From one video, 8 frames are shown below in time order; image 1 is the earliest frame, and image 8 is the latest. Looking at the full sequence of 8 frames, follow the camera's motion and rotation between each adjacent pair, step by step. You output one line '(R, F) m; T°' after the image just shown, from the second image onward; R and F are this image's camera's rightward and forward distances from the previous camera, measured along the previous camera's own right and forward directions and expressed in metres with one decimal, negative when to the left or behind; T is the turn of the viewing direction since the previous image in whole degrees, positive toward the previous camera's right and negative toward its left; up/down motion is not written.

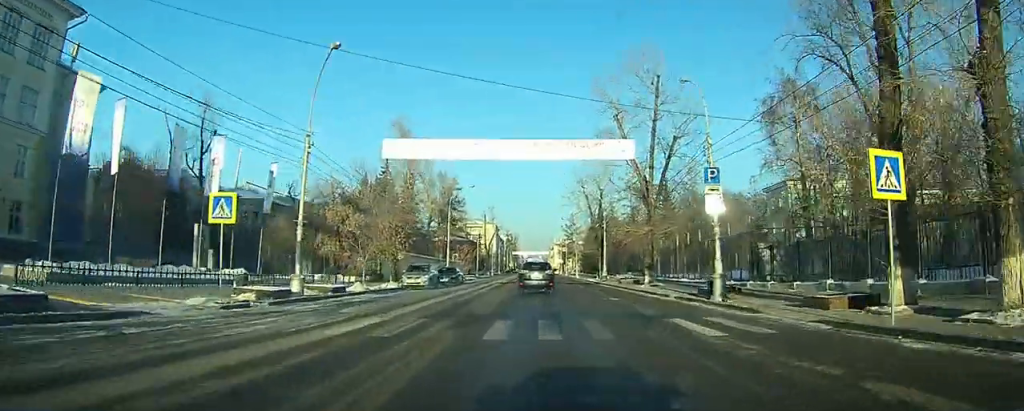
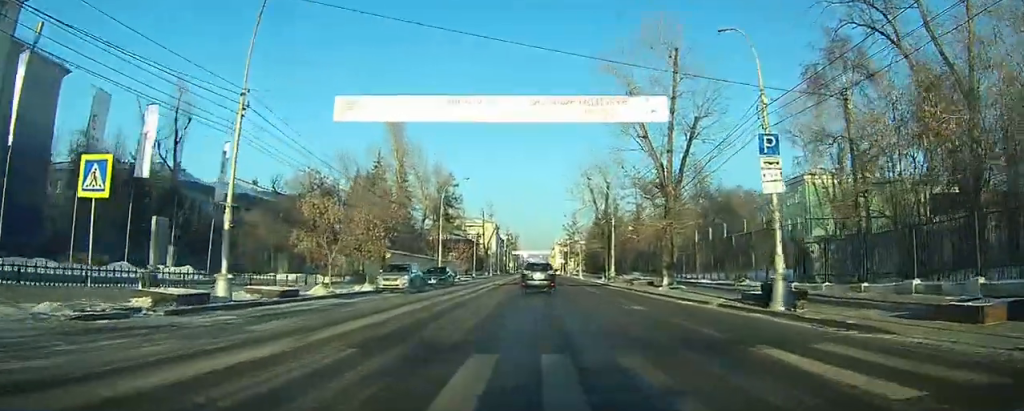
(0.0, +5.1) m; 0°
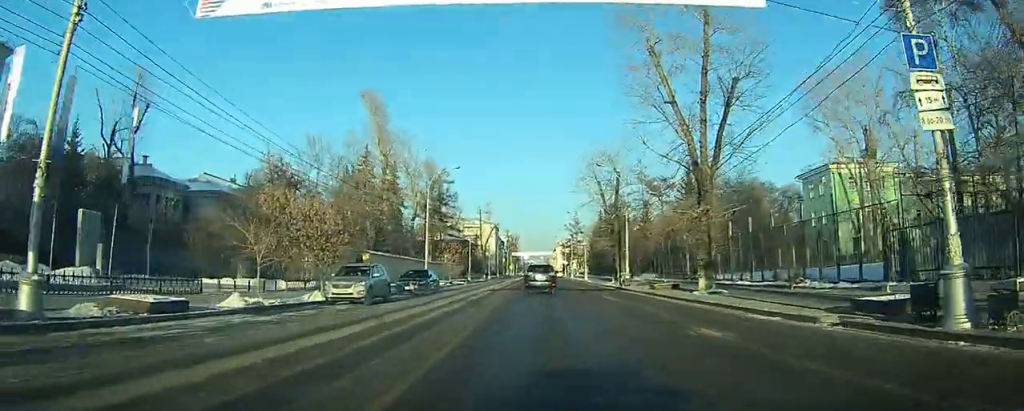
(0.0, +8.1) m; 0°
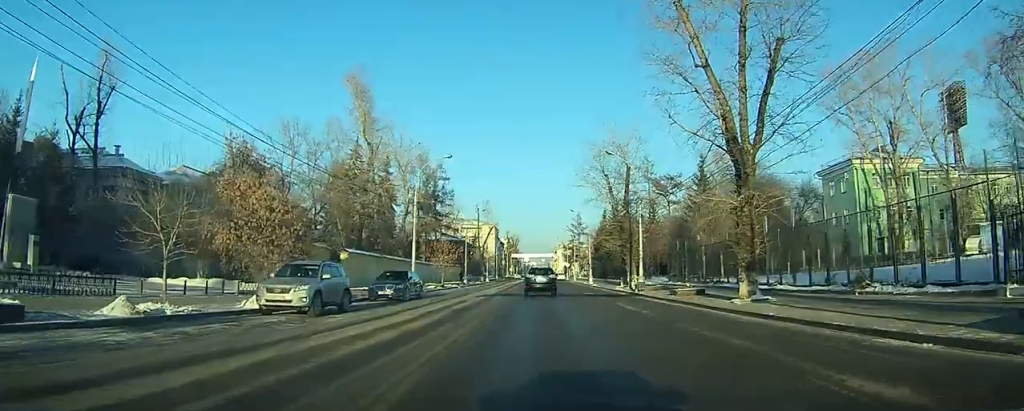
(0.0, +6.1) m; 0°
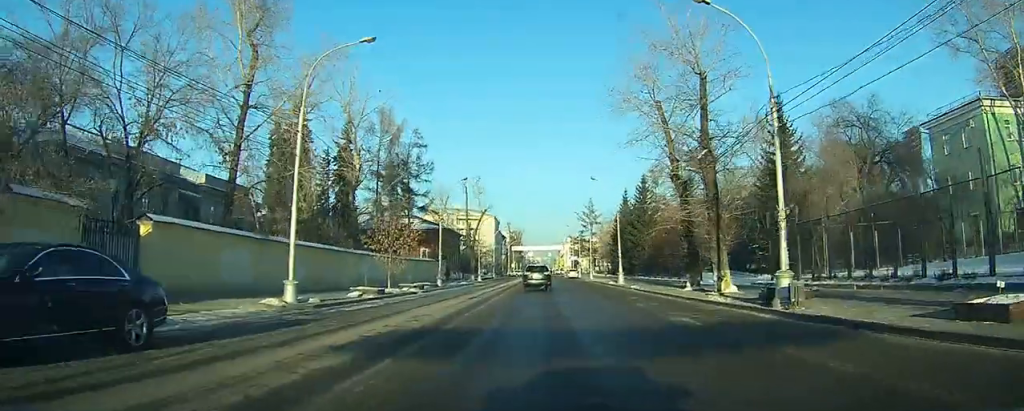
(0.0, +24.6) m; -1°
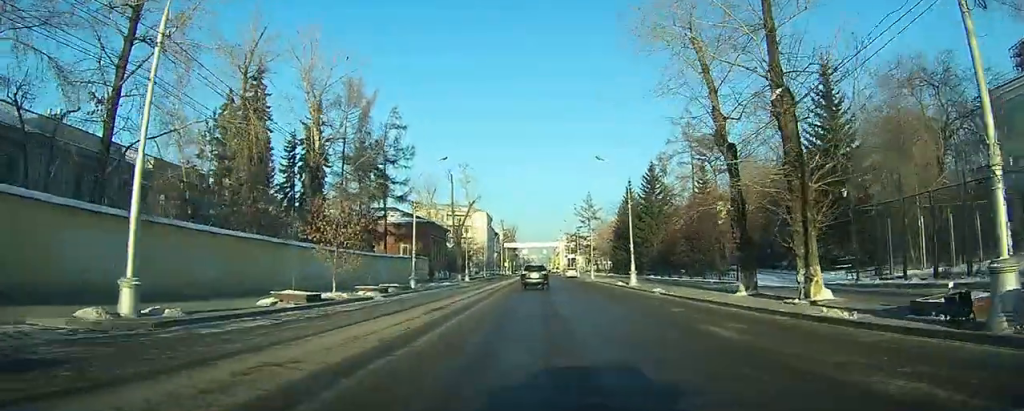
(0.0, +9.4) m; 0°
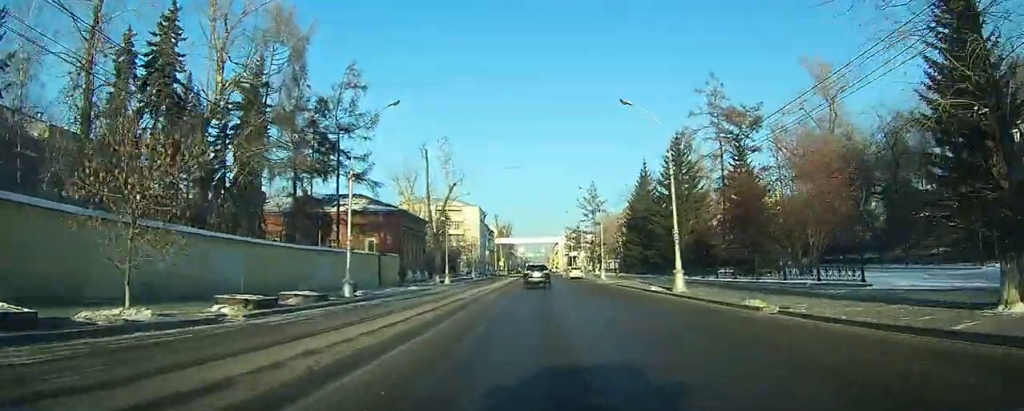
(-0.1, +14.0) m; 0°
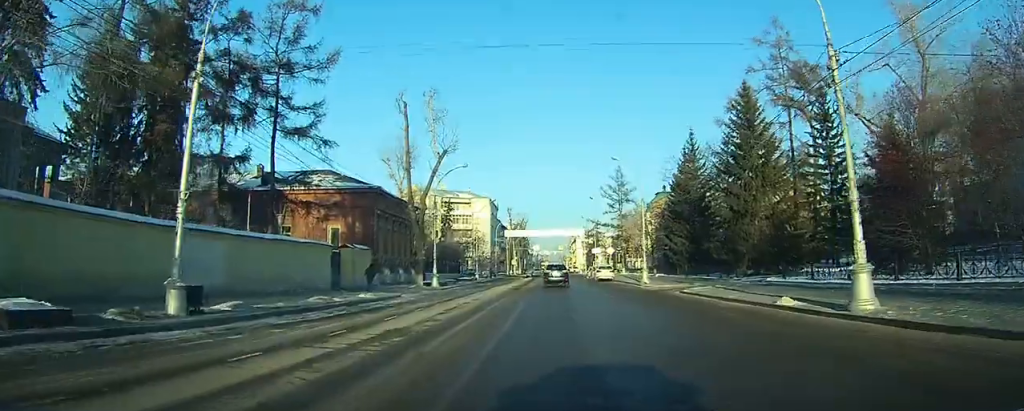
(0.0, +13.6) m; 0°
